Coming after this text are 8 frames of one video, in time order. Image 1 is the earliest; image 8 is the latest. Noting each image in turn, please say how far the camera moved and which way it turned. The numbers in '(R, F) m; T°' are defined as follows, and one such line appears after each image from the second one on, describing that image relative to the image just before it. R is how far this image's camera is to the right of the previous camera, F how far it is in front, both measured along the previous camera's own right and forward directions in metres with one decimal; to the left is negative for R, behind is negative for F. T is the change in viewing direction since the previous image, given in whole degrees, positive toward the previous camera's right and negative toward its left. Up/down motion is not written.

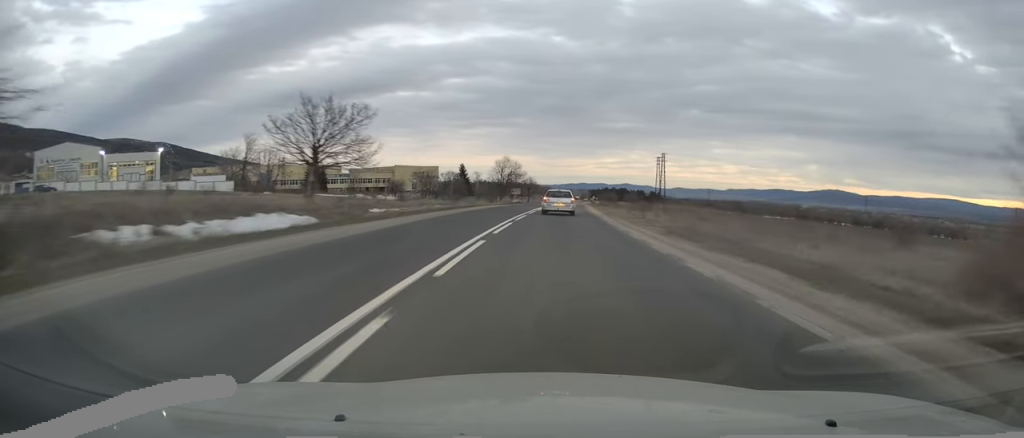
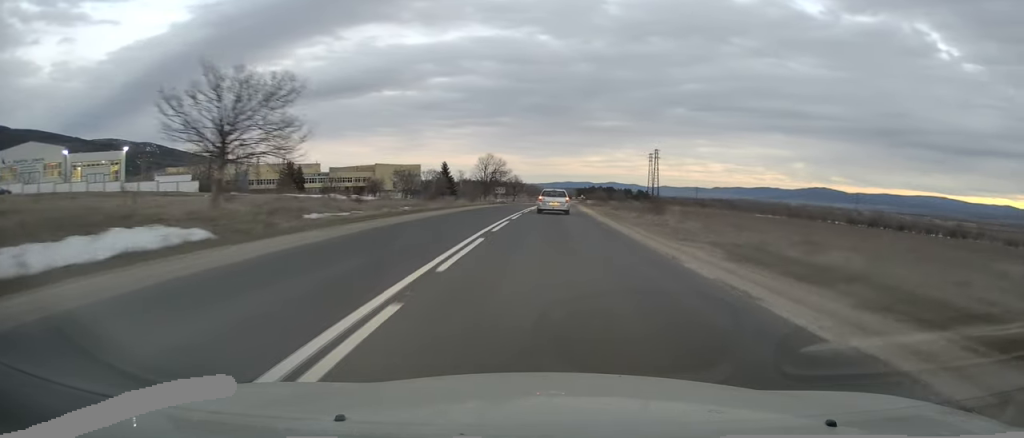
(0.0, +8.3) m; +1°
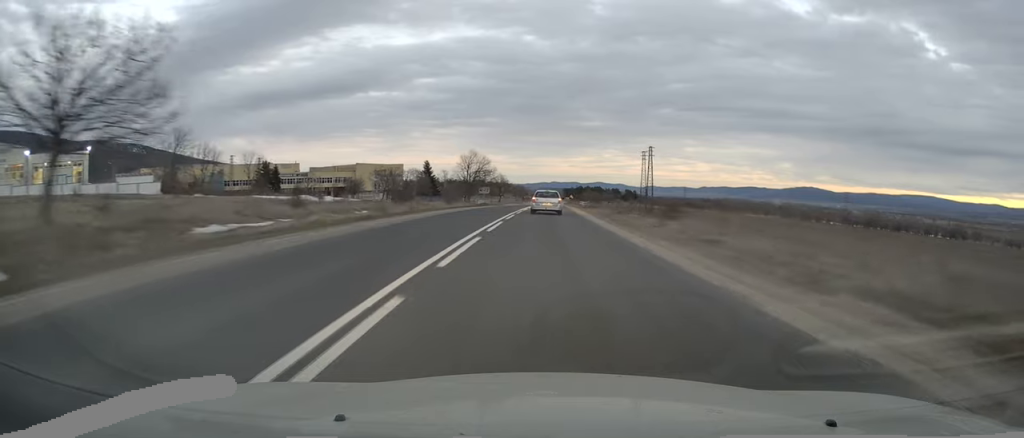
(+0.1, +8.3) m; +1°
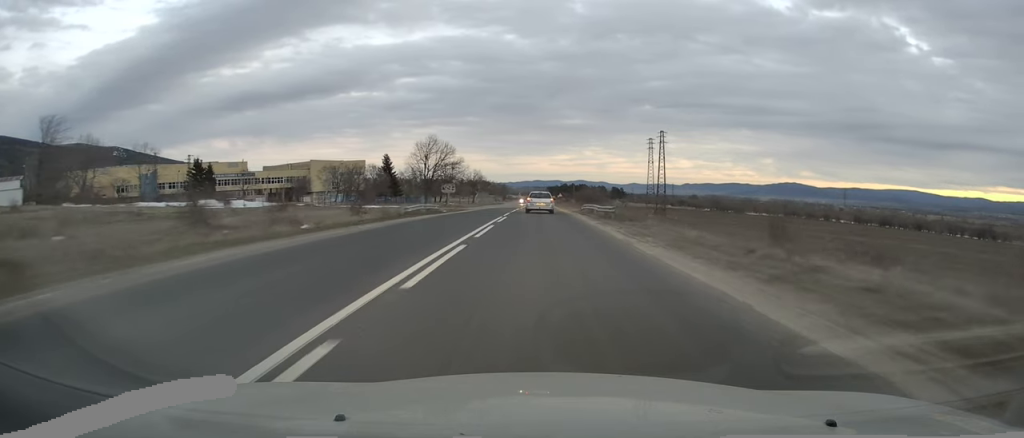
(+1.0, +28.9) m; +2°
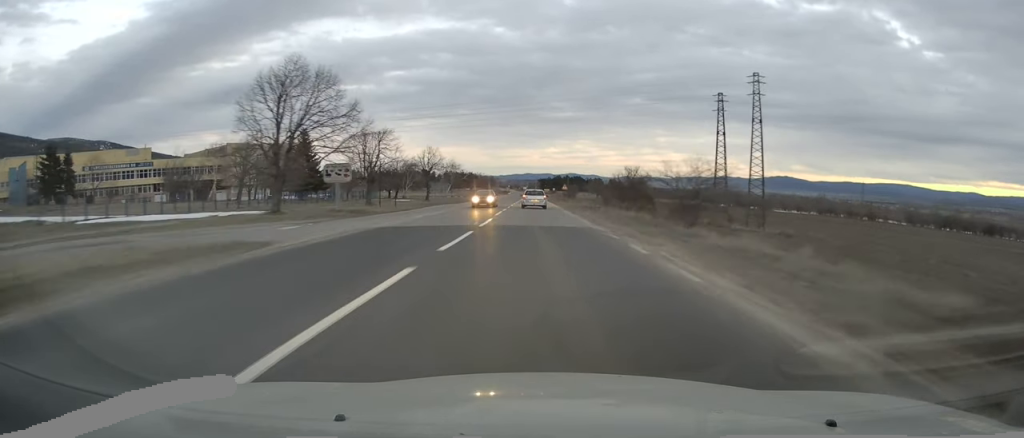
(-0.2, +48.9) m; 0°
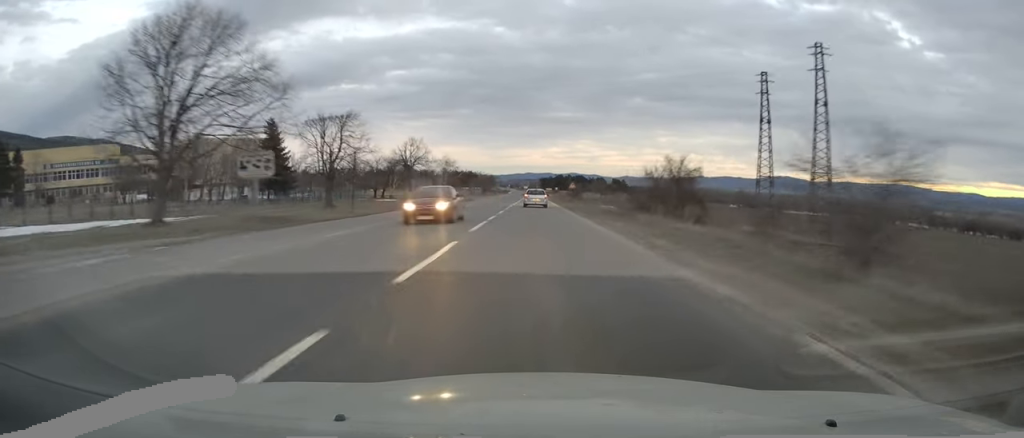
(+0.1, +13.2) m; 0°
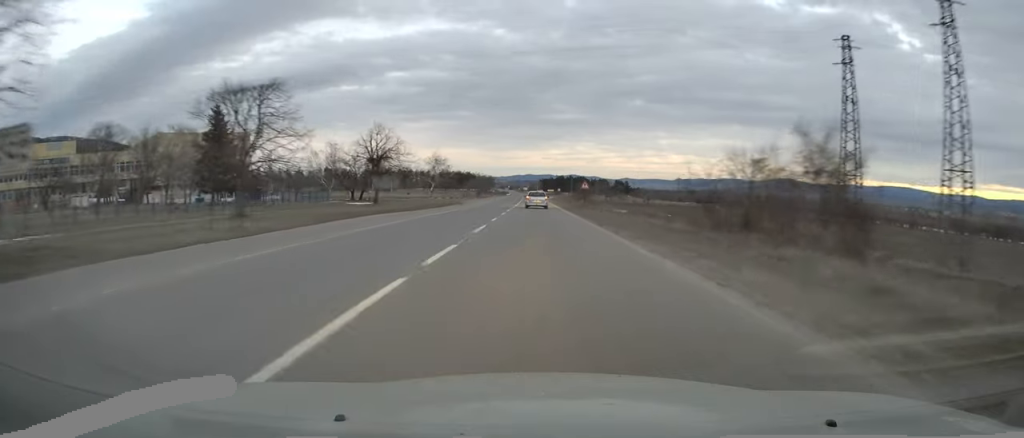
(-0.1, +15.9) m; 0°
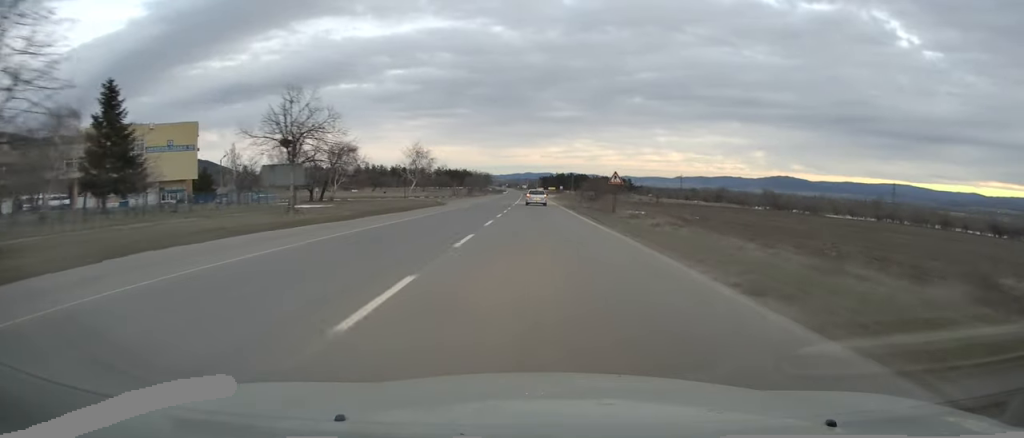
(+0.1, +20.0) m; 0°
